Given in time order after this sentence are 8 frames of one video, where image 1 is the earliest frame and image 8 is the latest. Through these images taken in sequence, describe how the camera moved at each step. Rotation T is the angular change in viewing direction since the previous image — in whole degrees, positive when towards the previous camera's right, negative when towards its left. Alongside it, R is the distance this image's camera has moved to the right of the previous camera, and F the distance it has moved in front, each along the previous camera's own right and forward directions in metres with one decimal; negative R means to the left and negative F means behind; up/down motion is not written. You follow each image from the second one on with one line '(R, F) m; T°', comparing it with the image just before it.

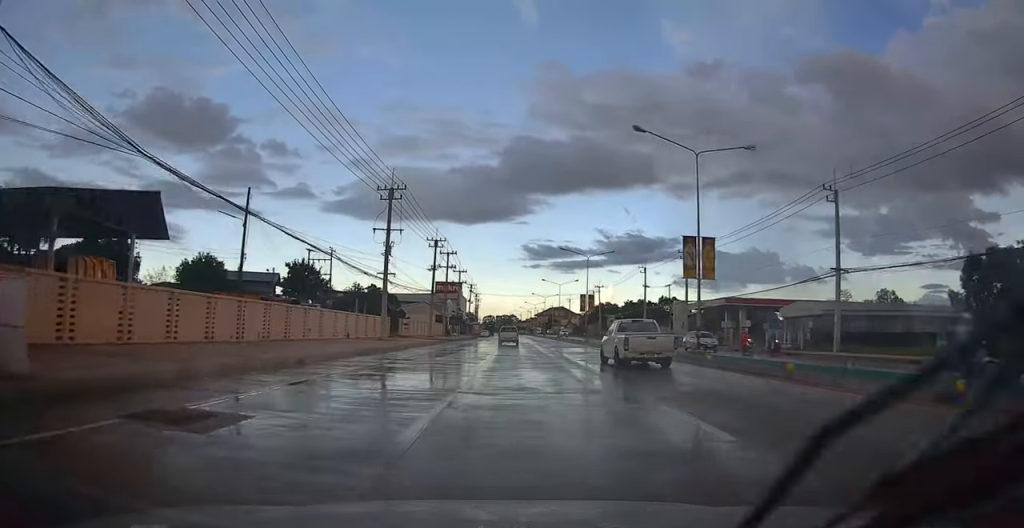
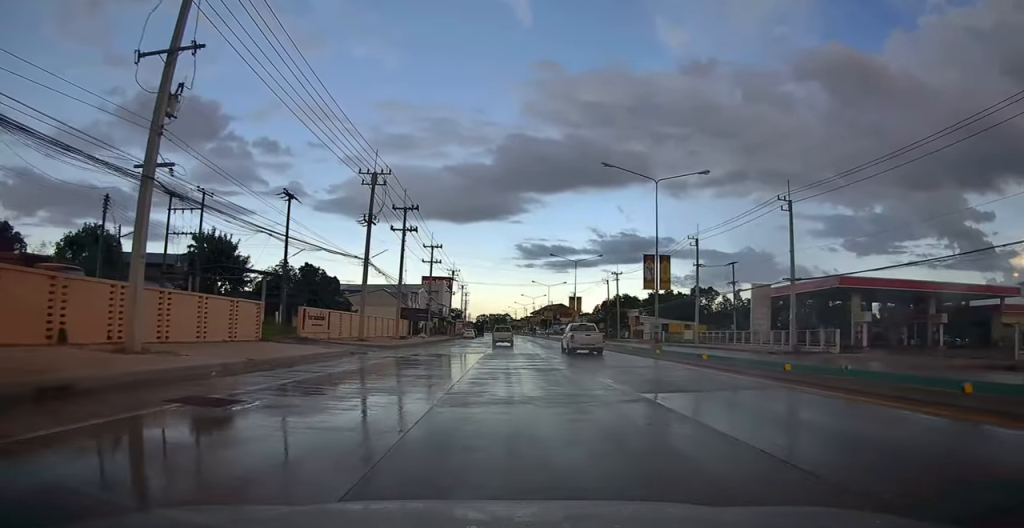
(0.0, +30.3) m; 0°
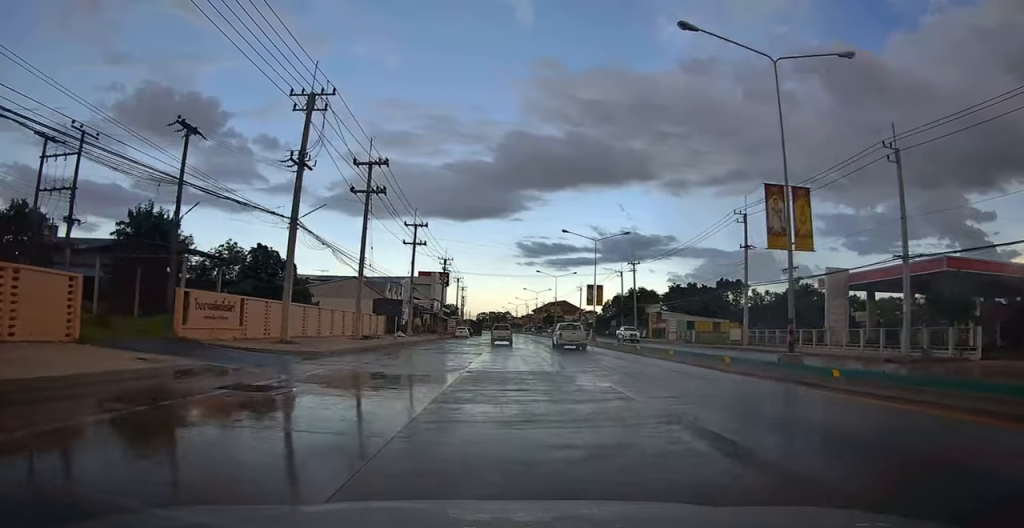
(0.0, +14.5) m; 0°
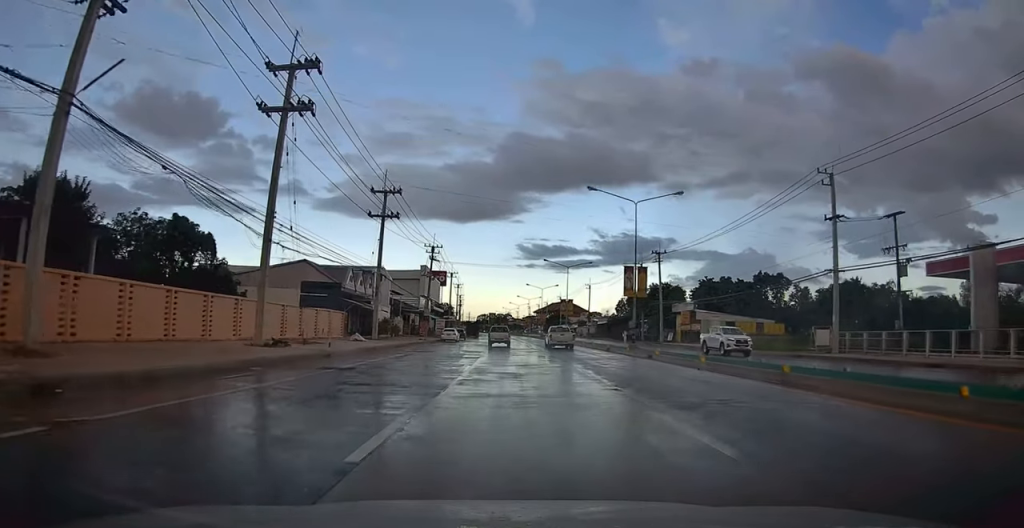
(0.0, +15.8) m; 0°
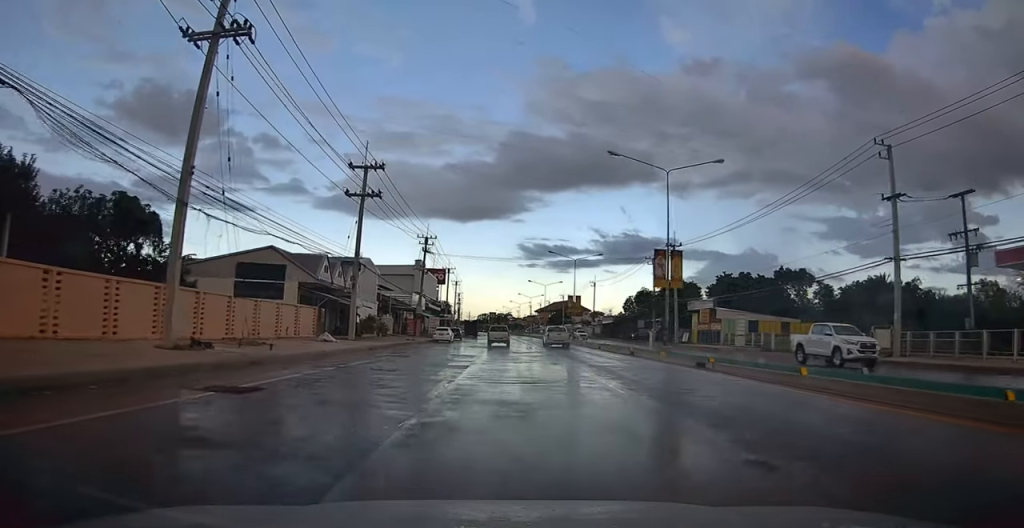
(0.0, +6.9) m; 0°
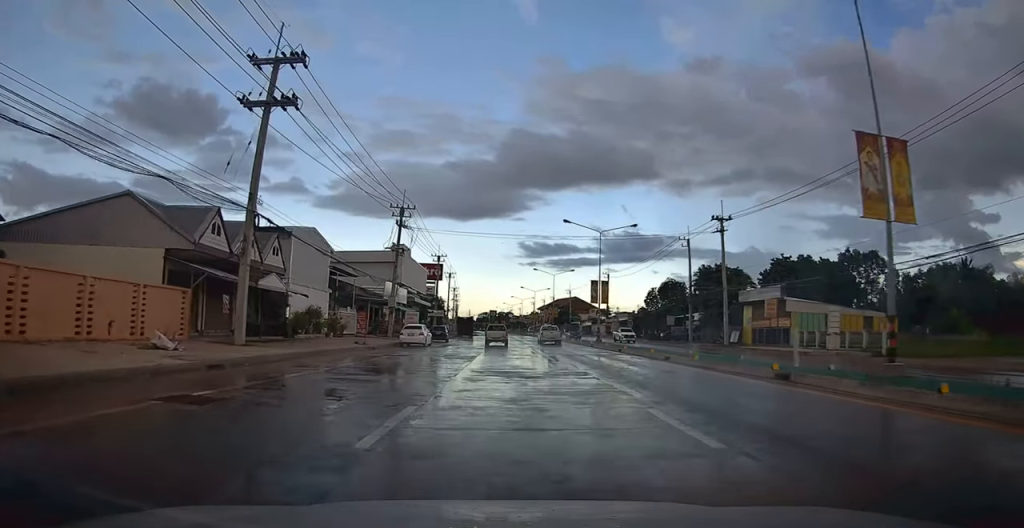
(0.0, +16.5) m; 0°
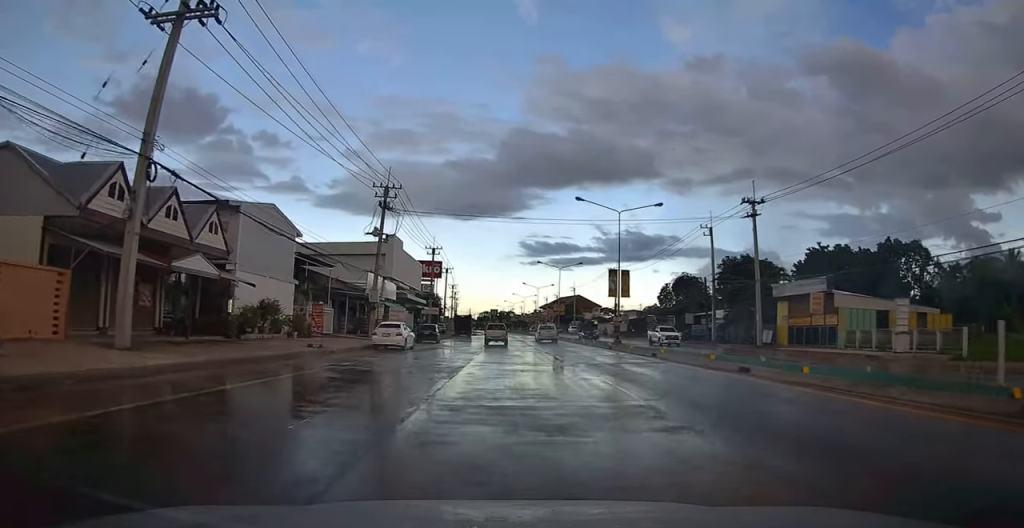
(0.0, +7.6) m; 0°
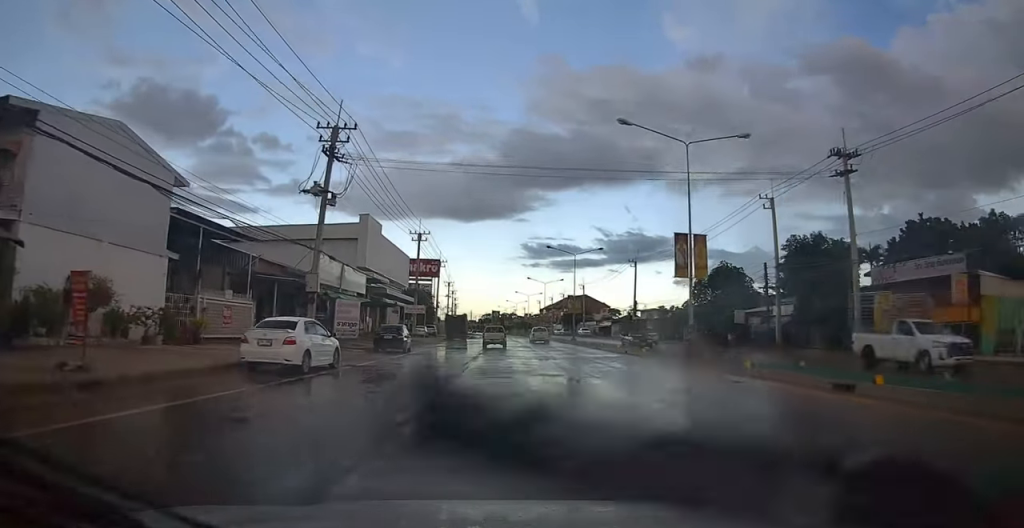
(+0.1, +15.0) m; 0°
